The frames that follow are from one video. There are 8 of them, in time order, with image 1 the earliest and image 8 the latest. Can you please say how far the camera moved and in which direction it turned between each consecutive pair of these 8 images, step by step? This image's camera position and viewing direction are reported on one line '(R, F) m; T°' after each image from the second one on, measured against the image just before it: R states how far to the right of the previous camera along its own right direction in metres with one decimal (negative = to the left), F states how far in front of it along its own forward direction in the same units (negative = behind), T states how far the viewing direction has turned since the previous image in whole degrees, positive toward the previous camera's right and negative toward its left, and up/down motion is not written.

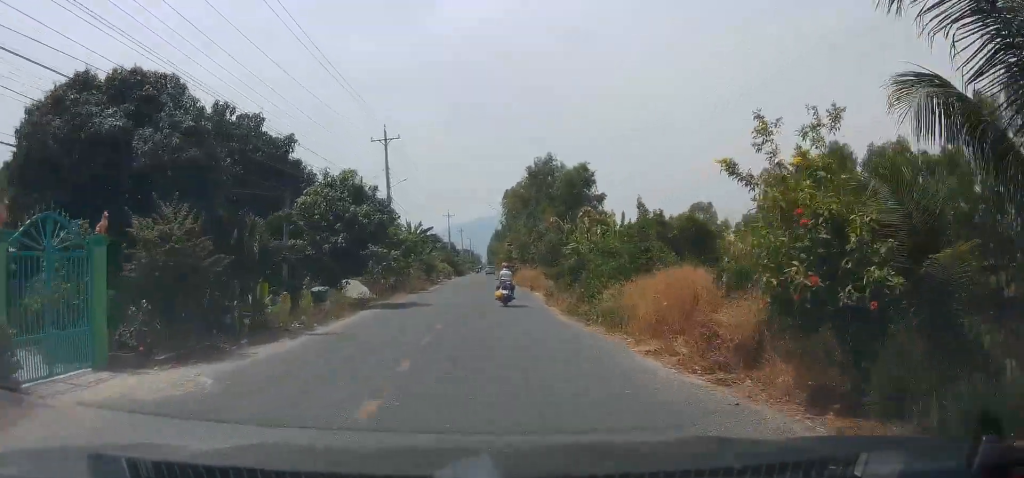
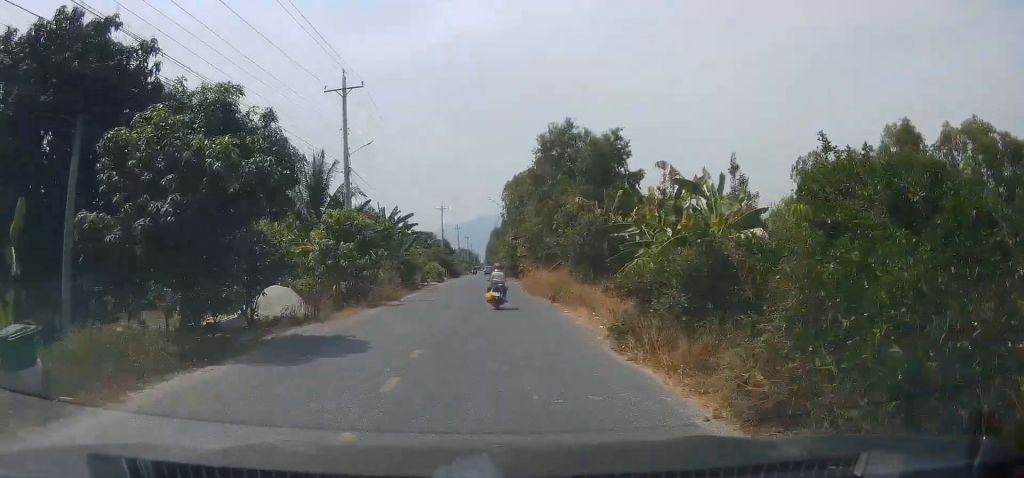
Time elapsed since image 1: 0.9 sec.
(-0.1, +13.3) m; -1°
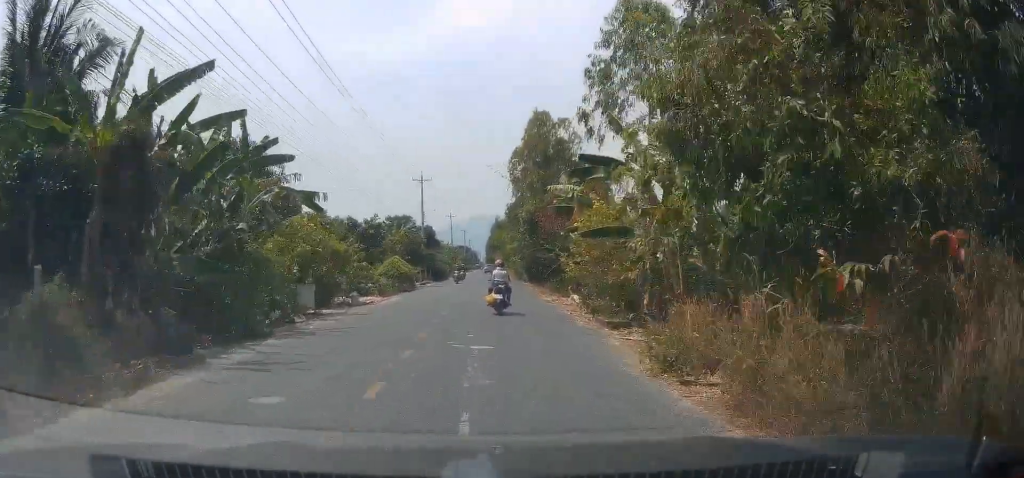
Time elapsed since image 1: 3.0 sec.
(+0.3, +31.2) m; +2°
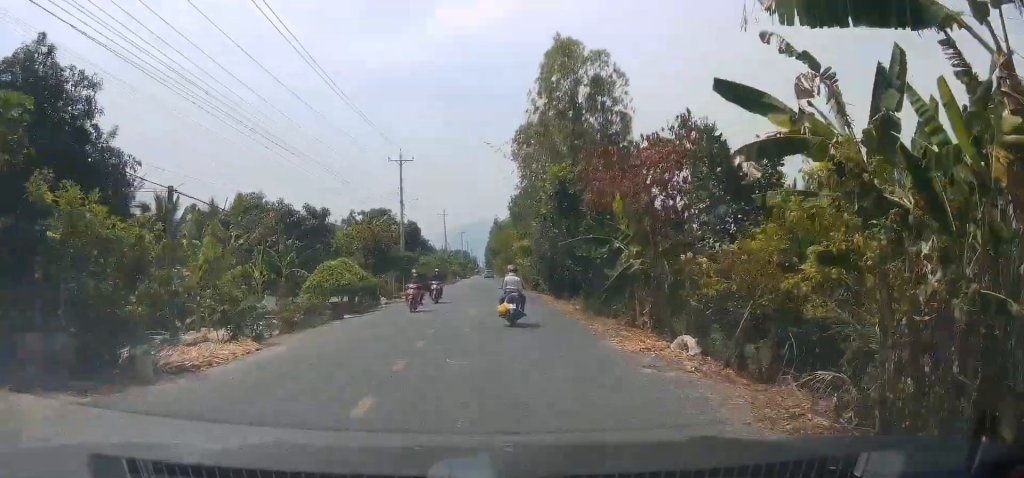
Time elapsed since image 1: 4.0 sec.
(0.0, +15.5) m; -1°
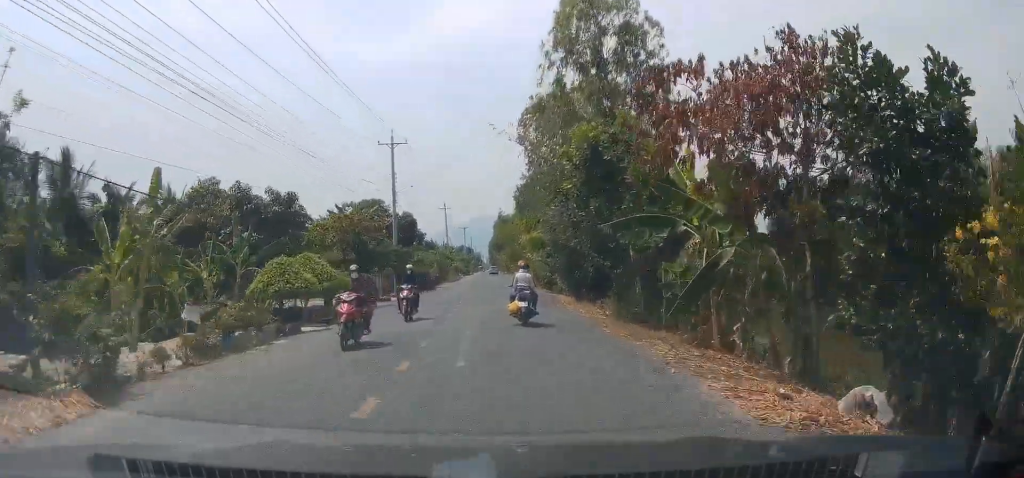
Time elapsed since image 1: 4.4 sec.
(+0.1, +6.0) m; -1°
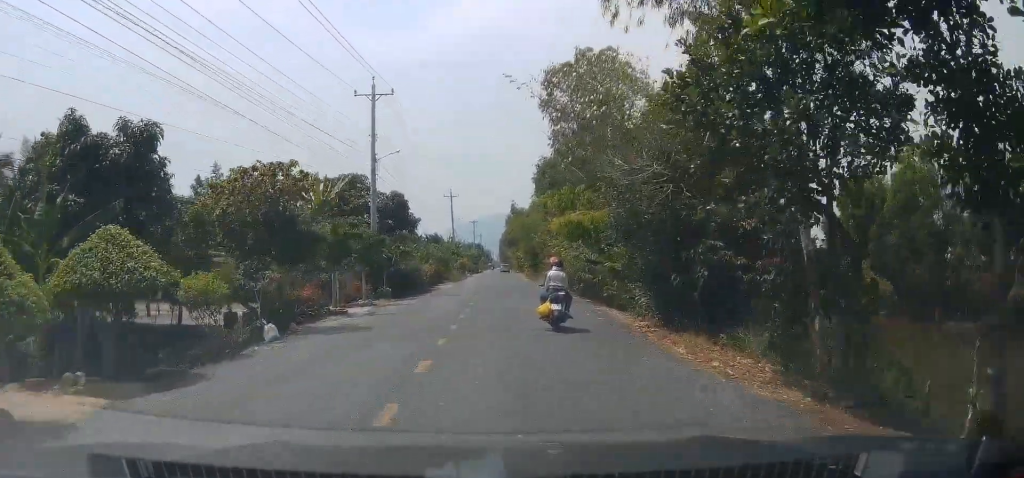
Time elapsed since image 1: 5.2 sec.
(-0.3, +12.4) m; -1°
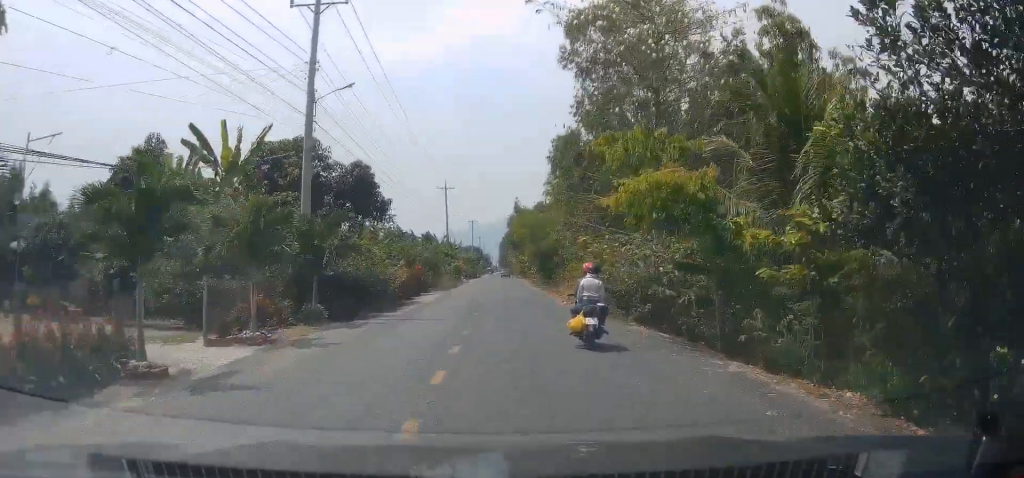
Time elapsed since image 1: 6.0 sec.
(0.0, +12.1) m; 0°
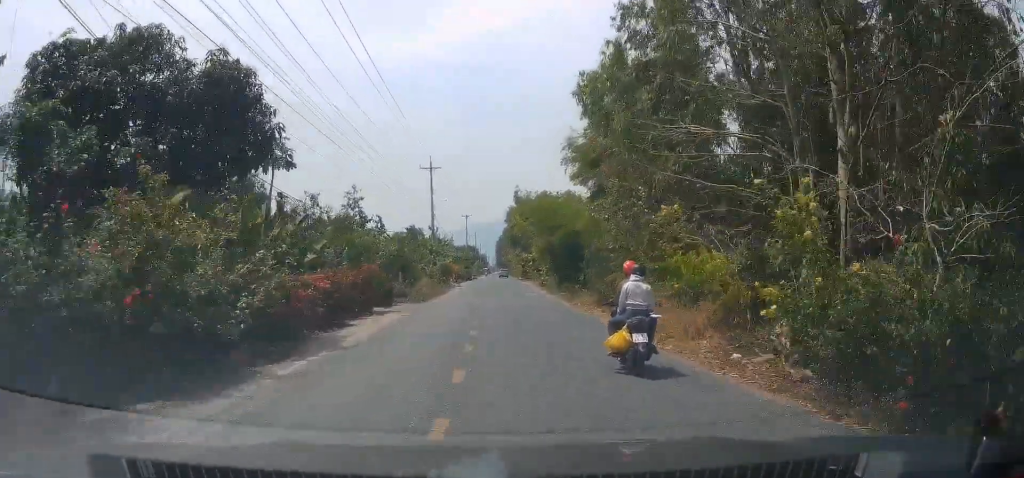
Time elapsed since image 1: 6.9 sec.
(+0.1, +14.4) m; 0°
